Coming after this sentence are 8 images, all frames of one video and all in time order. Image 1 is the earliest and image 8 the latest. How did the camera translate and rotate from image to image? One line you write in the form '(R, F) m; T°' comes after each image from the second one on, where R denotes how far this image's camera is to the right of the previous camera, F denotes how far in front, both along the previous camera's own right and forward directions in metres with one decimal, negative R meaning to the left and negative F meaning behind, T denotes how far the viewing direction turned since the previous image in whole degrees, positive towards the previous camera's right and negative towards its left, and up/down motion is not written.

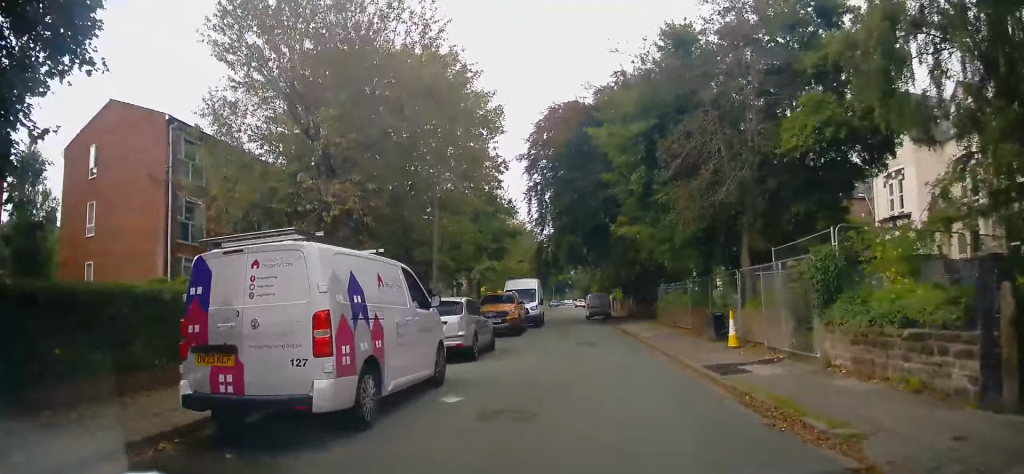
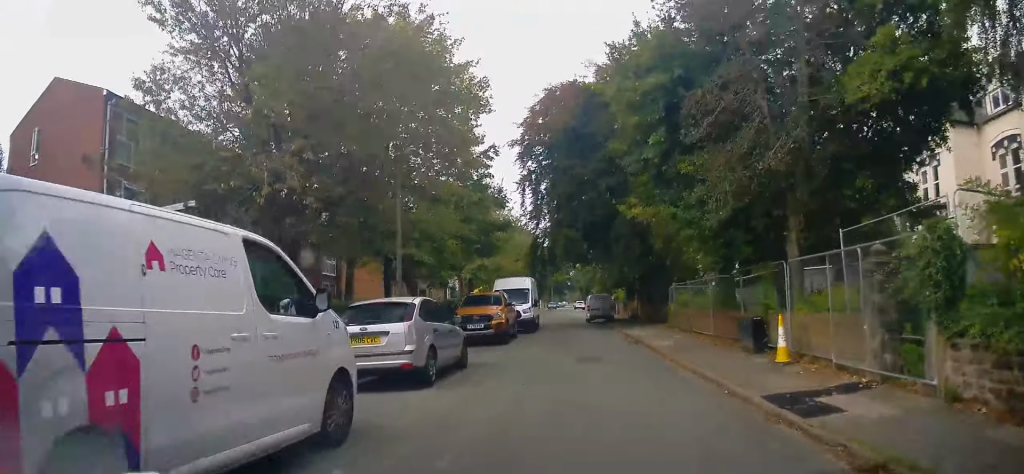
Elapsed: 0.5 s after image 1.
(+0.2, +3.9) m; +2°
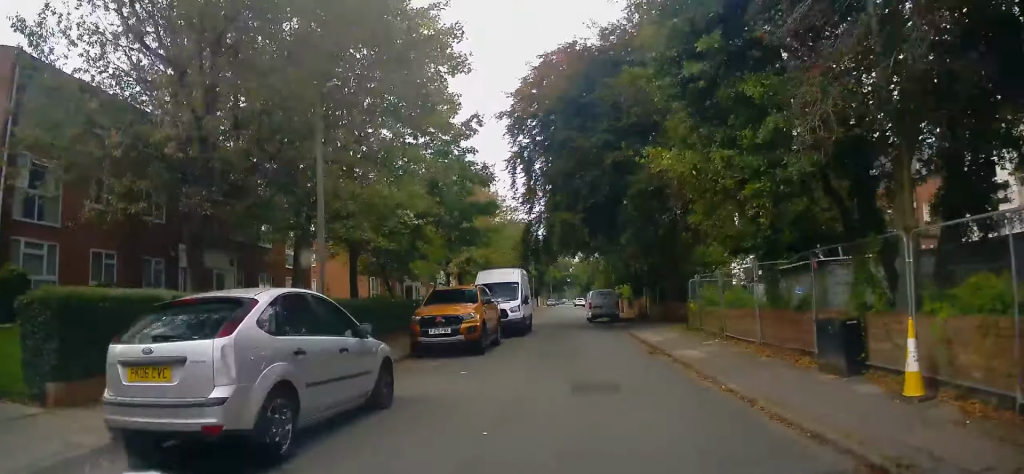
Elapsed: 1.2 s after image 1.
(+0.1, +4.9) m; +1°
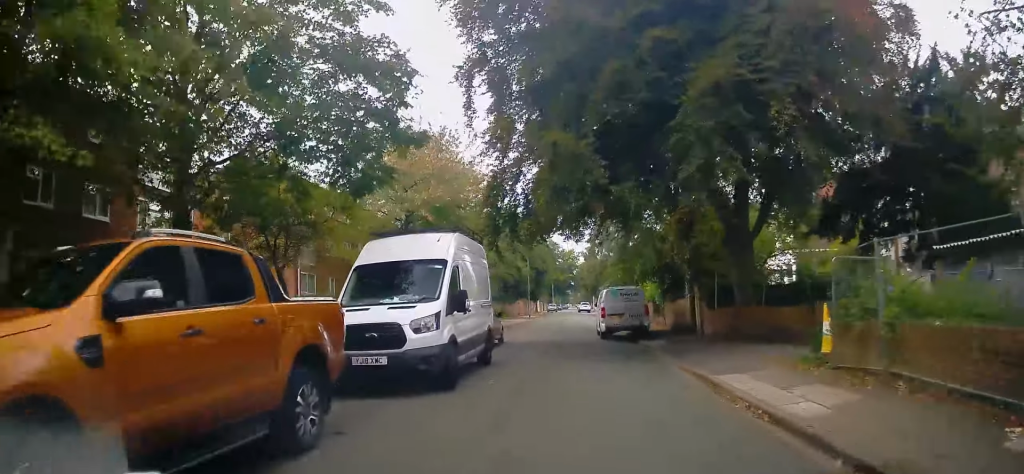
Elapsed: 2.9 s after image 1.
(0.0, +13.1) m; -1°
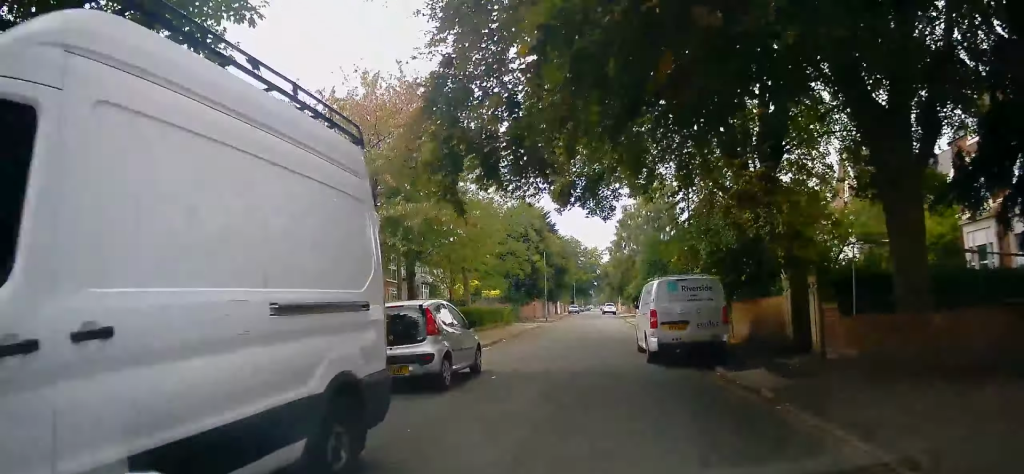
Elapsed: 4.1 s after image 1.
(-0.3, +9.1) m; -5°
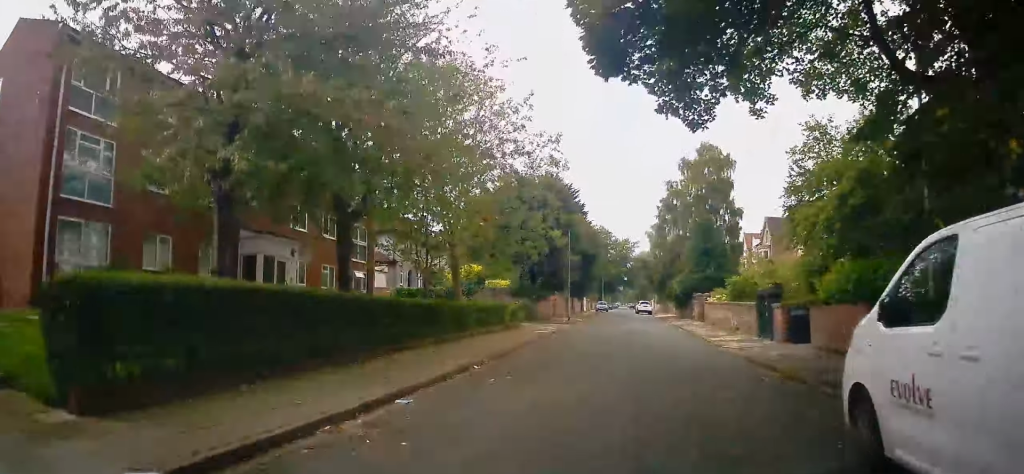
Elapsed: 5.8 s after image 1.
(-0.5, +12.1) m; -1°
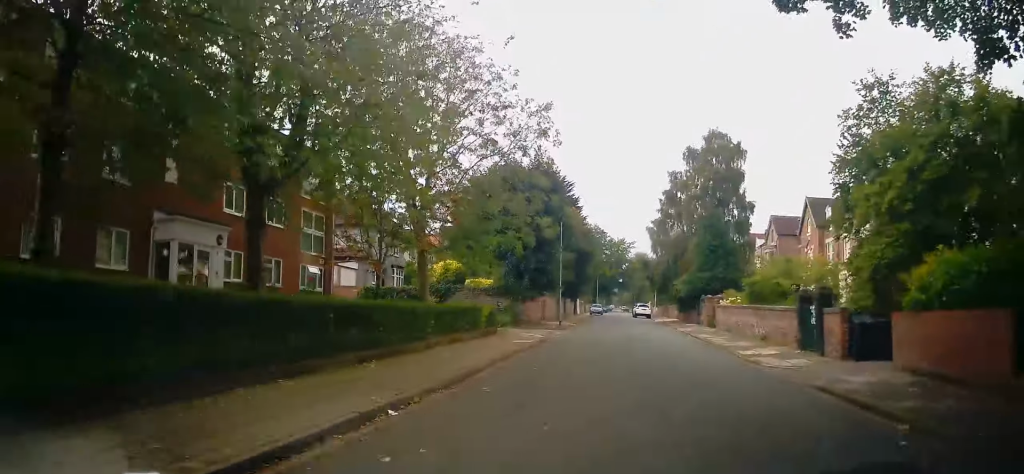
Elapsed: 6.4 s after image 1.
(0.0, +5.1) m; +3°
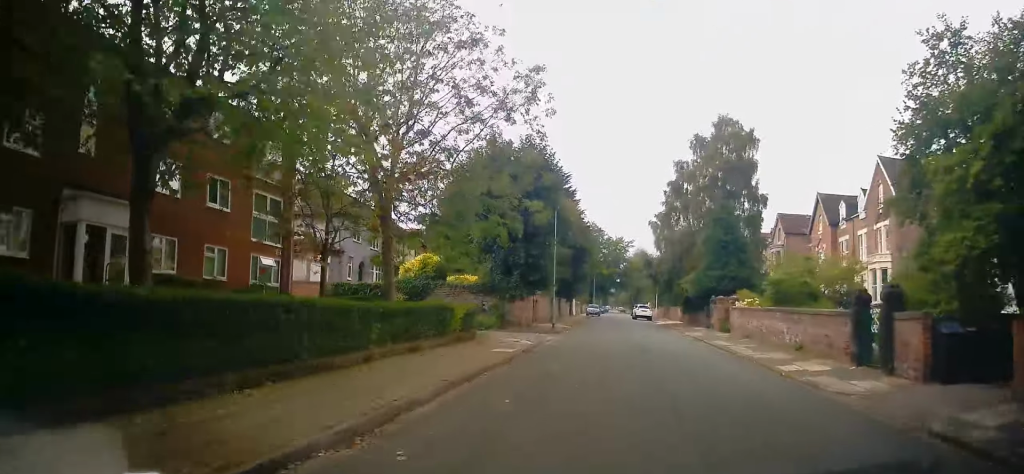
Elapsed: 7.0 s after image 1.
(+0.1, +4.1) m; +1°
